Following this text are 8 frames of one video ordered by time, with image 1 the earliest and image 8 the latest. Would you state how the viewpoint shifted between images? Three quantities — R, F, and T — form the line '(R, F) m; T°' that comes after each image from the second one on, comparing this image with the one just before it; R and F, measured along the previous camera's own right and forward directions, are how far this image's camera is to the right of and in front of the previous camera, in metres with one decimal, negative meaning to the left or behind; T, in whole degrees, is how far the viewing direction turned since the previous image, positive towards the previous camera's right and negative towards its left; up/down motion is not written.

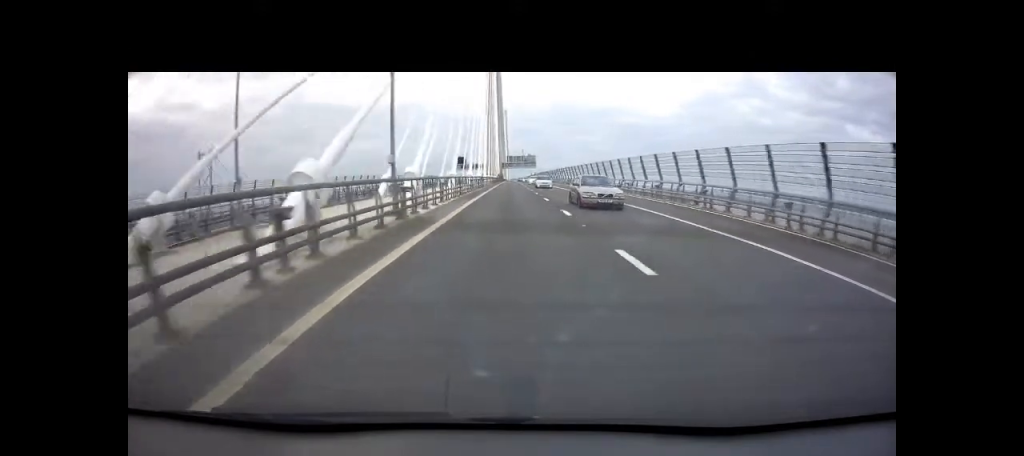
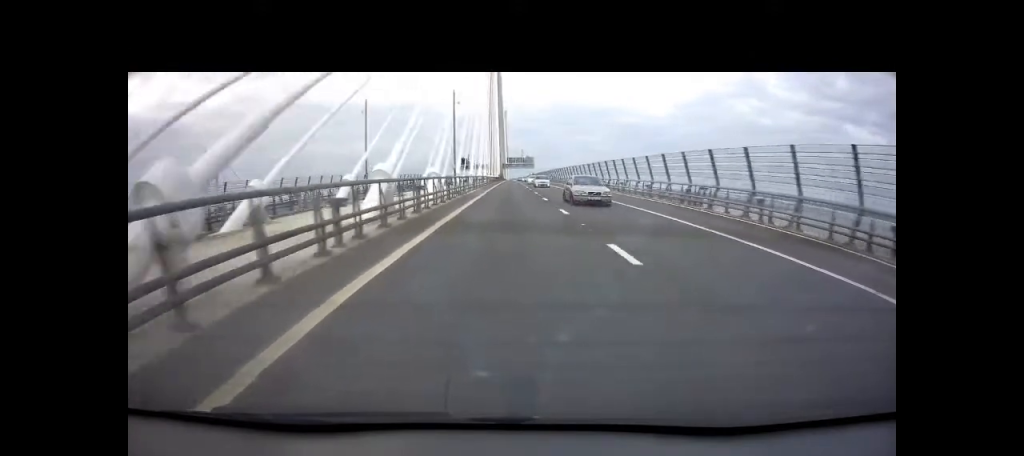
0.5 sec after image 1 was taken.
(0.0, +18.0) m; 0°
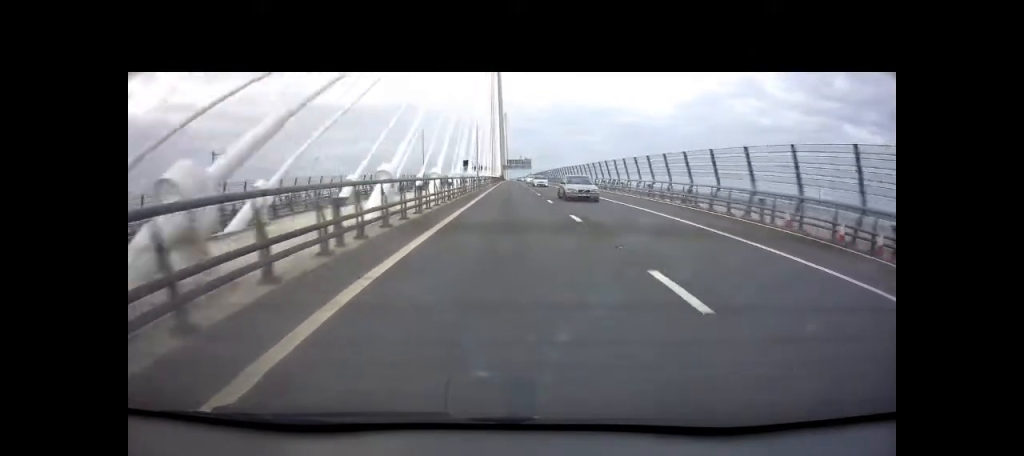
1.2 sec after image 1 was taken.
(-0.2, +23.8) m; -1°
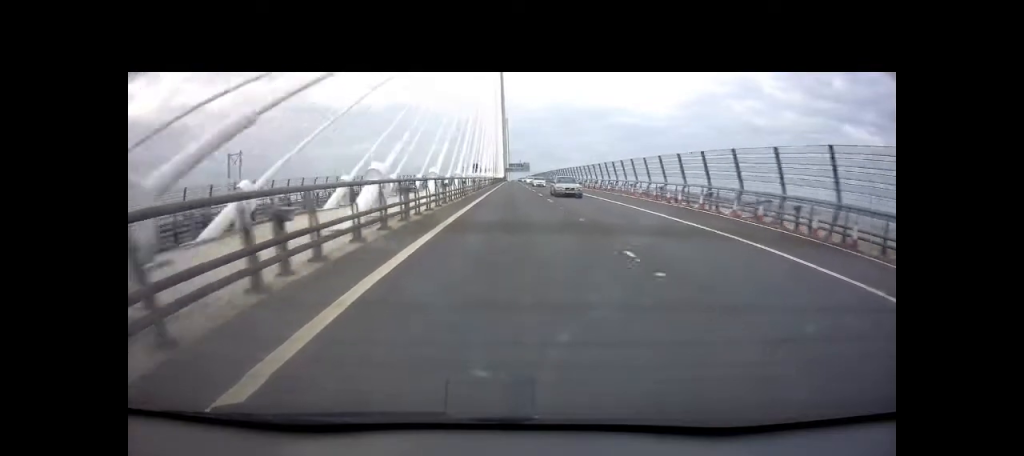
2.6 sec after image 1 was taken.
(-0.3, +46.3) m; 0°
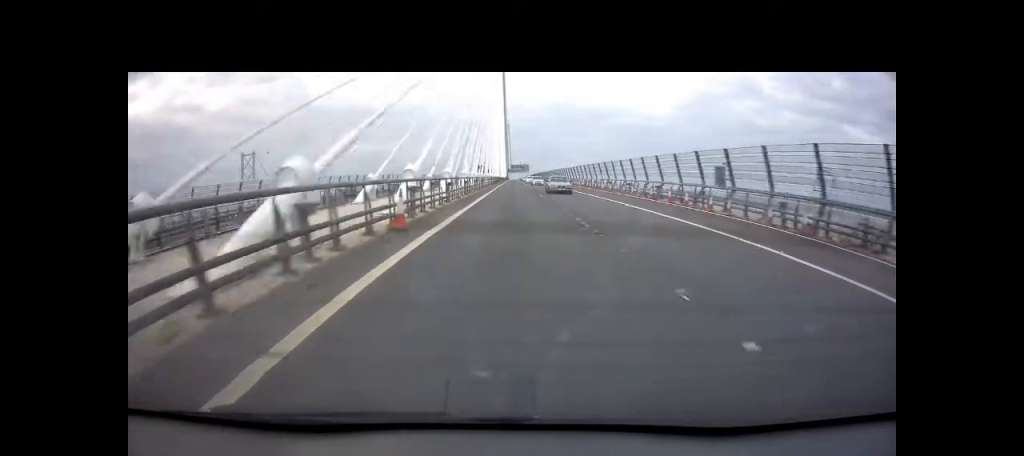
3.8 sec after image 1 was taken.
(0.0, +42.2) m; 0°
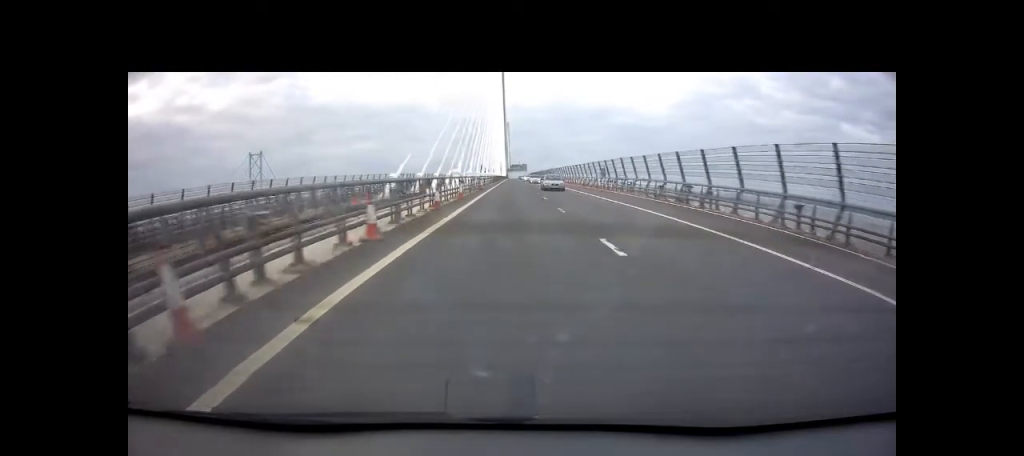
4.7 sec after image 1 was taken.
(+0.1, +31.6) m; 0°
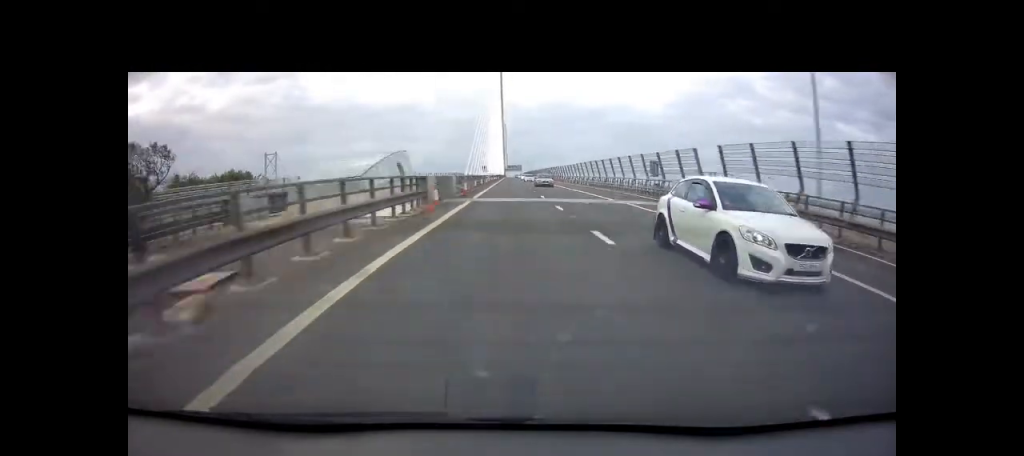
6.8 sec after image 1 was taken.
(+0.3, +73.8) m; 0°
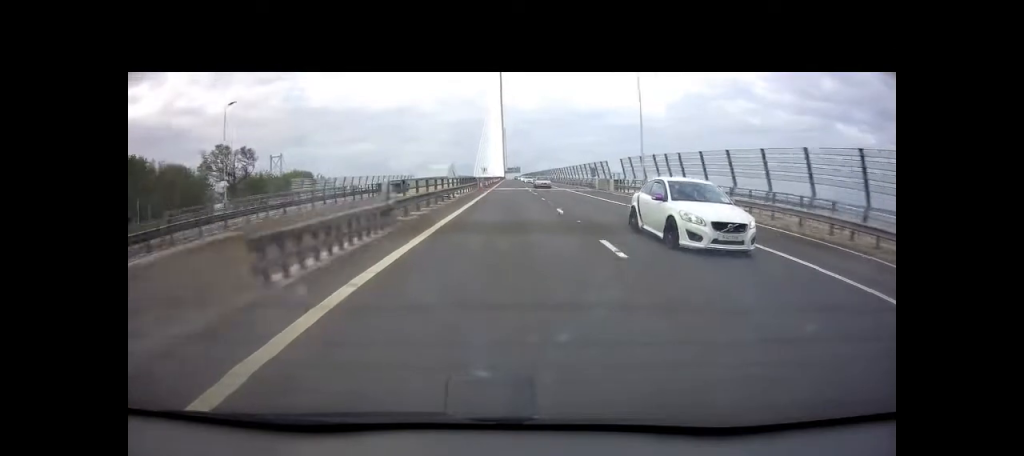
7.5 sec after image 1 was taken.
(-0.1, +26.0) m; -1°
